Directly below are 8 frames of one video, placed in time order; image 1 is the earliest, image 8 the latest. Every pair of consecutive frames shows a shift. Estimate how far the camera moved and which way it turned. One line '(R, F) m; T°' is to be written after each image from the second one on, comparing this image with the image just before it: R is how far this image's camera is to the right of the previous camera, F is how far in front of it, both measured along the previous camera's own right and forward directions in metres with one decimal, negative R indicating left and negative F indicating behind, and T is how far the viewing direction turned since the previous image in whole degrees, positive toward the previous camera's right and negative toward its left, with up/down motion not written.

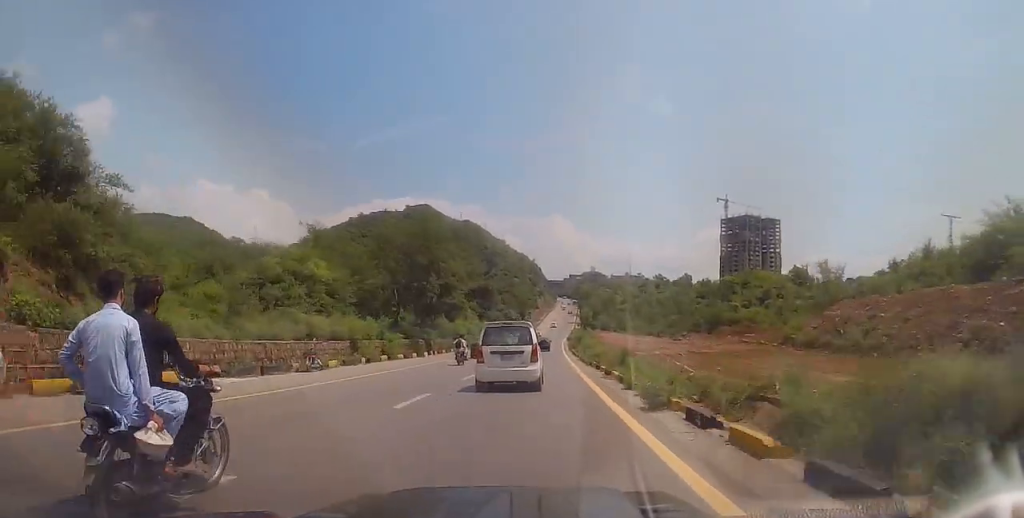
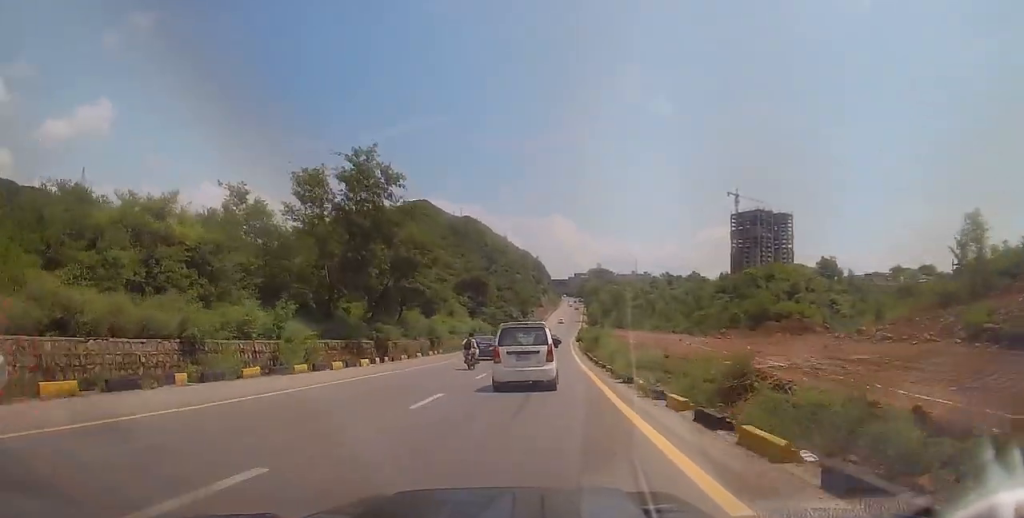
(+0.1, +17.8) m; 0°
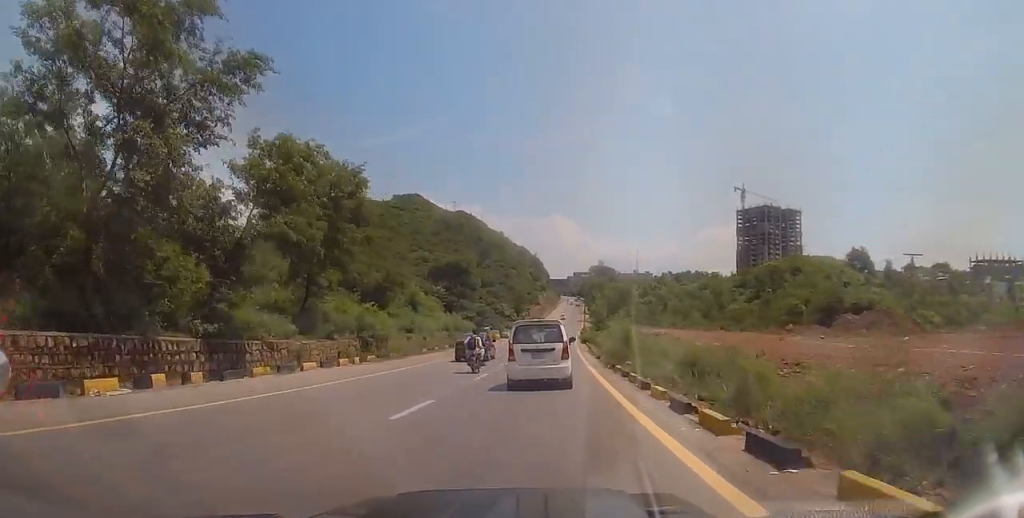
(+0.1, +20.2) m; +1°
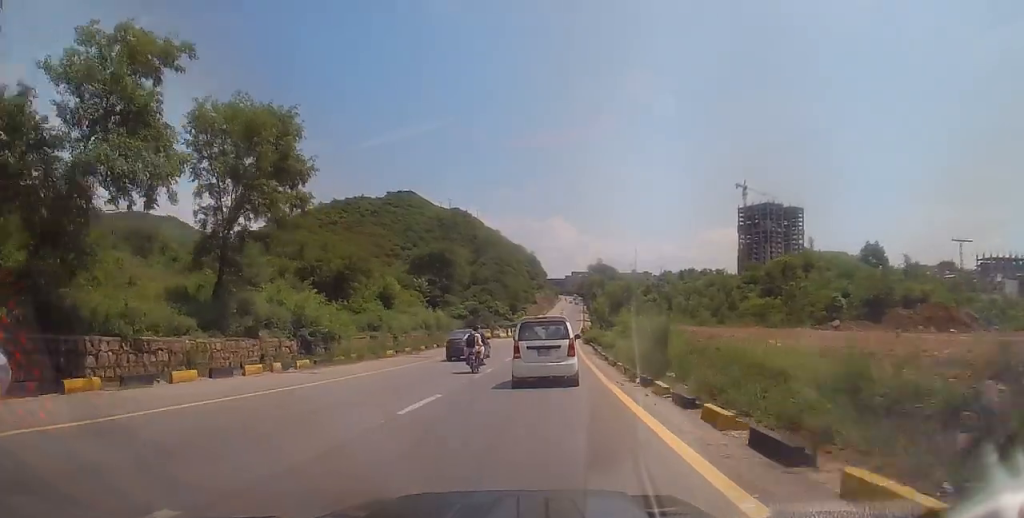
(+0.2, +8.9) m; 0°
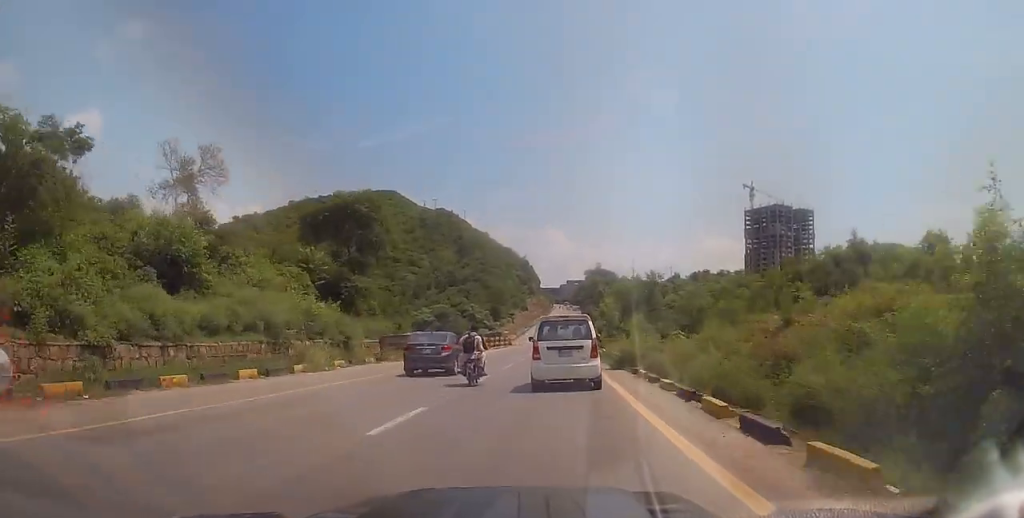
(-0.1, +29.7) m; -1°
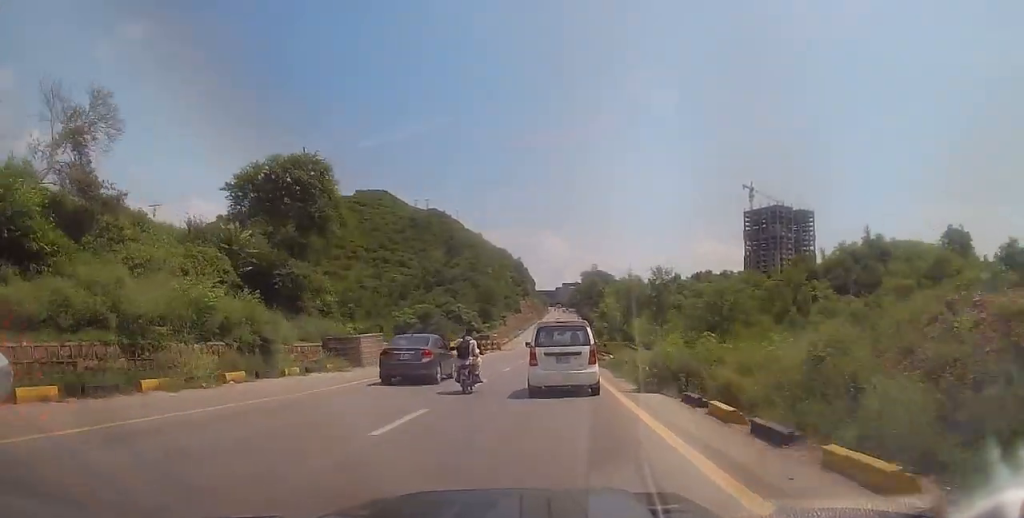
(0.0, +9.0) m; +1°
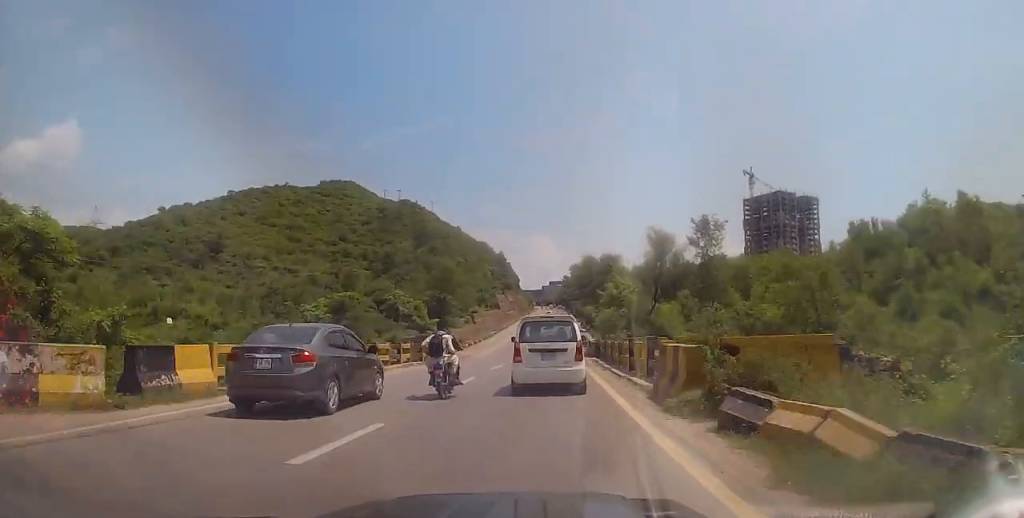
(+0.6, +29.8) m; +2°
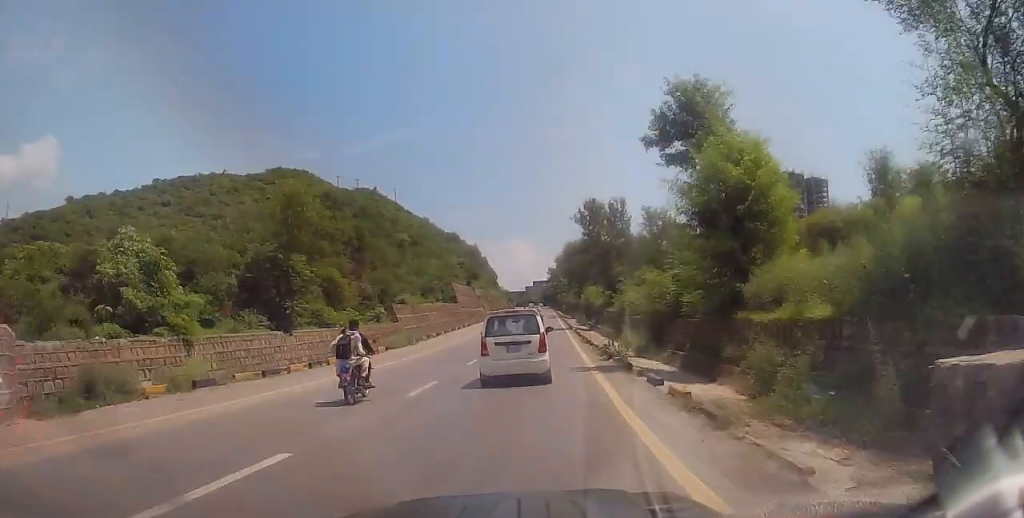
(+0.1, +39.4) m; +1°
